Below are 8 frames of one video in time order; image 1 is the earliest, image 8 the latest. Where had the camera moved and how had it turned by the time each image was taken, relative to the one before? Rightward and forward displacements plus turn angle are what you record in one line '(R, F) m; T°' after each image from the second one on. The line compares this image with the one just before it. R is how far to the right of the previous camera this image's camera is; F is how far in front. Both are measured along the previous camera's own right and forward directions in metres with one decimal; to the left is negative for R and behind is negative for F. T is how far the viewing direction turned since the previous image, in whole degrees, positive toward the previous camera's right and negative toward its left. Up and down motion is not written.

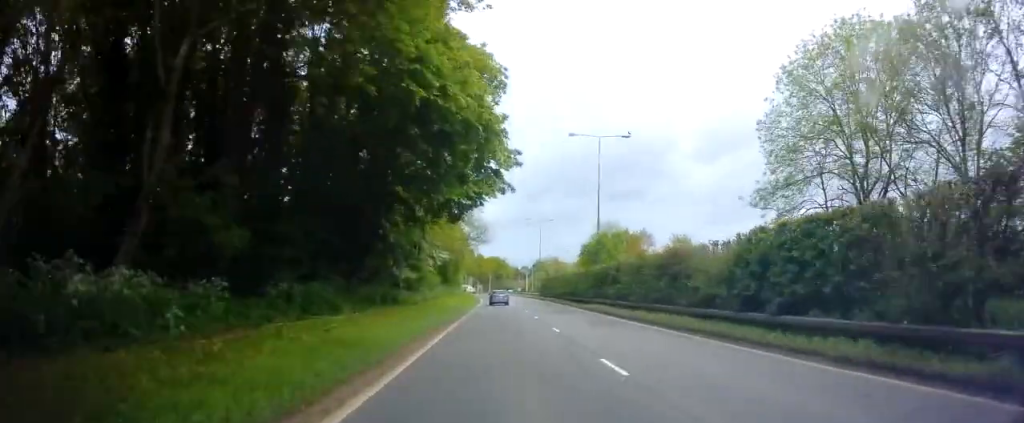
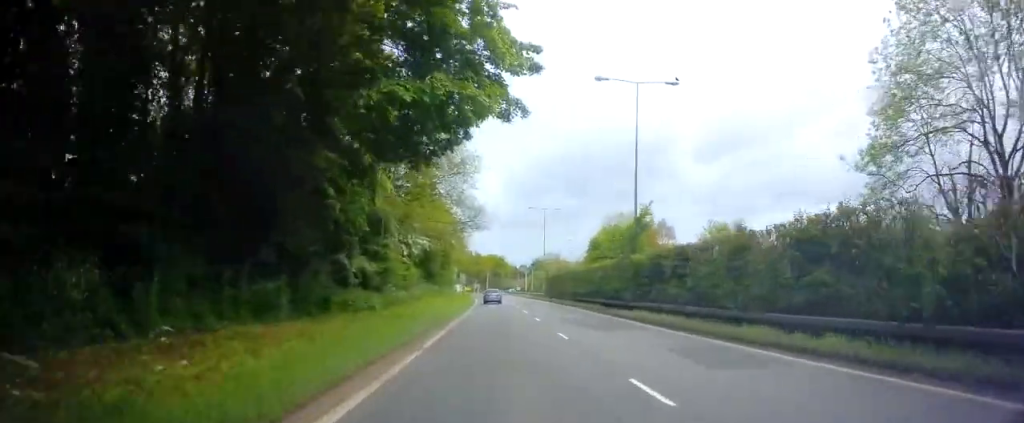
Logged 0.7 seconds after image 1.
(-0.2, +11.5) m; -1°
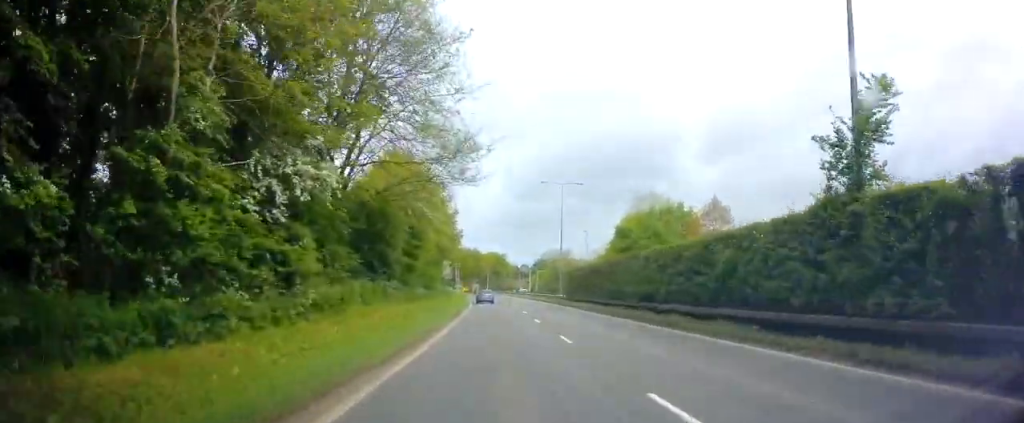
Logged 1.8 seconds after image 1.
(-0.1, +19.3) m; 0°
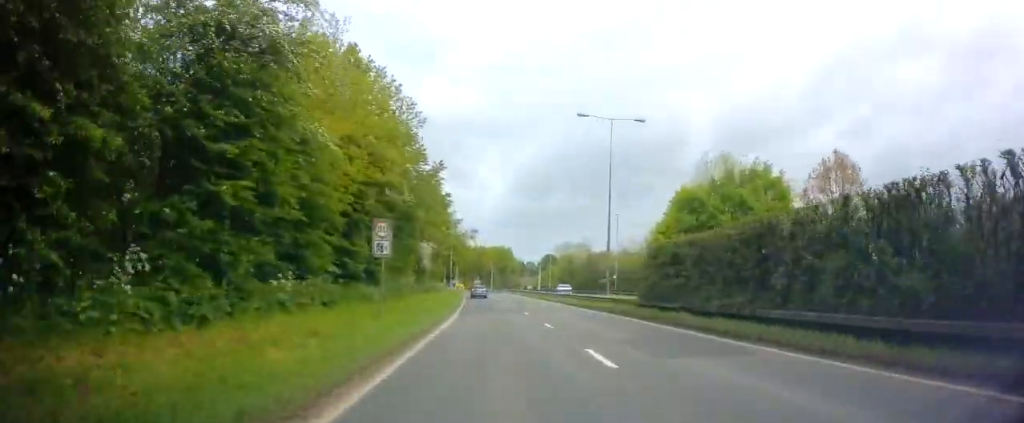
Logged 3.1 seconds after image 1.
(-0.2, +22.8) m; +1°
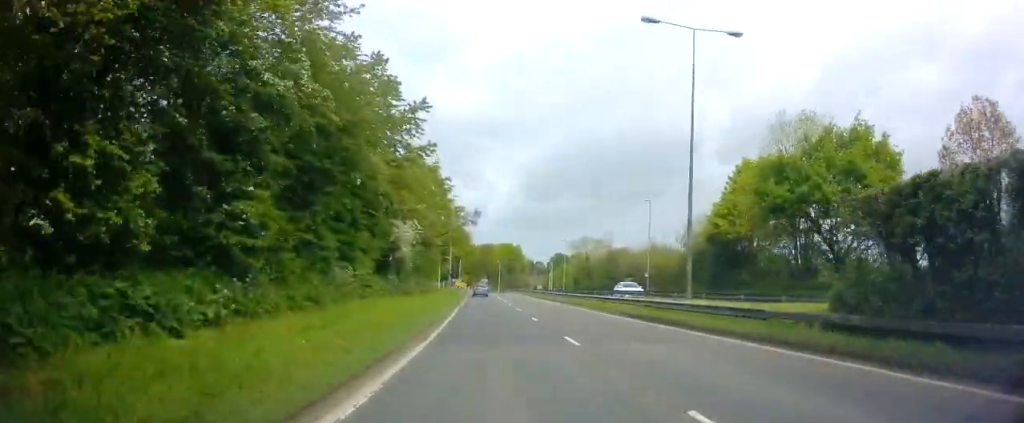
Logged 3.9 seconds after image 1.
(+0.4, +14.5) m; 0°
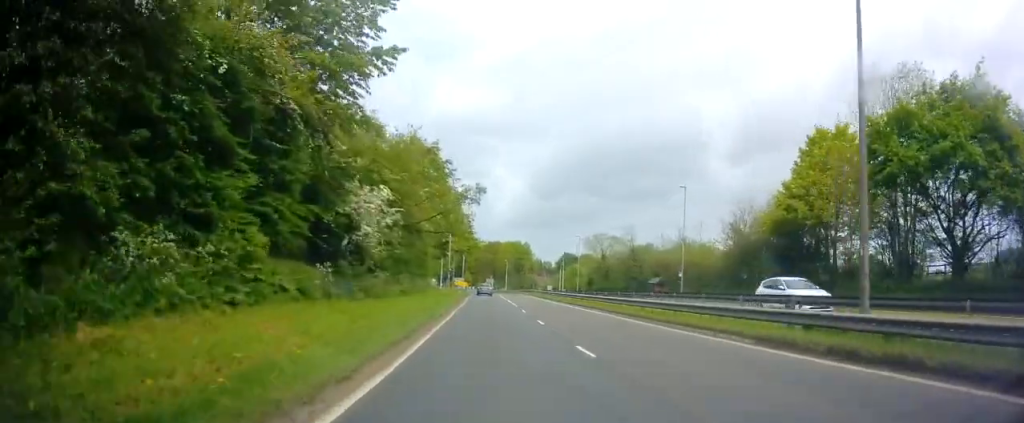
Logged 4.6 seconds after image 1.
(-0.1, +11.3) m; 0°
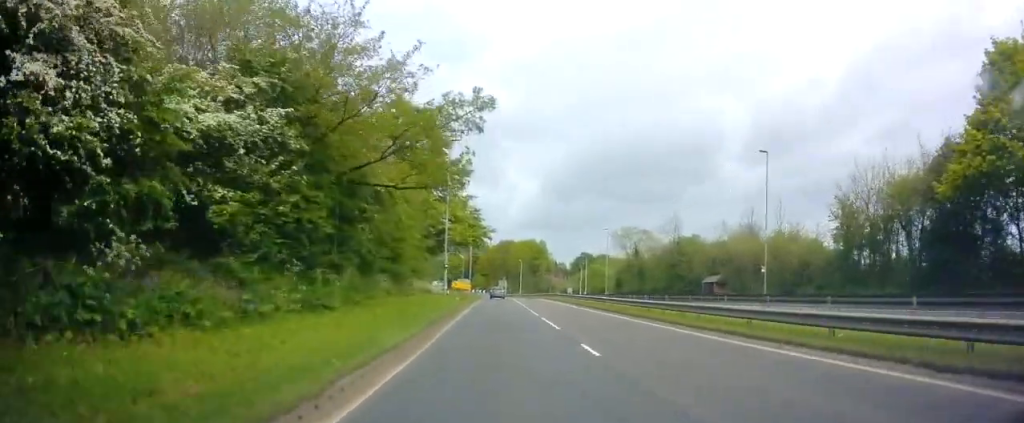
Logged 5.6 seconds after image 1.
(-0.2, +17.6) m; -1°
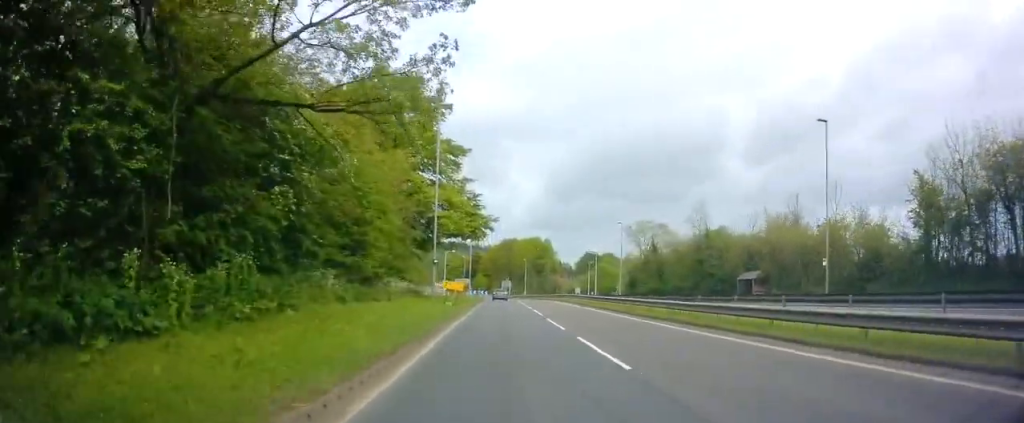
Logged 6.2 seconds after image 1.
(+0.1, +9.1) m; 0°
